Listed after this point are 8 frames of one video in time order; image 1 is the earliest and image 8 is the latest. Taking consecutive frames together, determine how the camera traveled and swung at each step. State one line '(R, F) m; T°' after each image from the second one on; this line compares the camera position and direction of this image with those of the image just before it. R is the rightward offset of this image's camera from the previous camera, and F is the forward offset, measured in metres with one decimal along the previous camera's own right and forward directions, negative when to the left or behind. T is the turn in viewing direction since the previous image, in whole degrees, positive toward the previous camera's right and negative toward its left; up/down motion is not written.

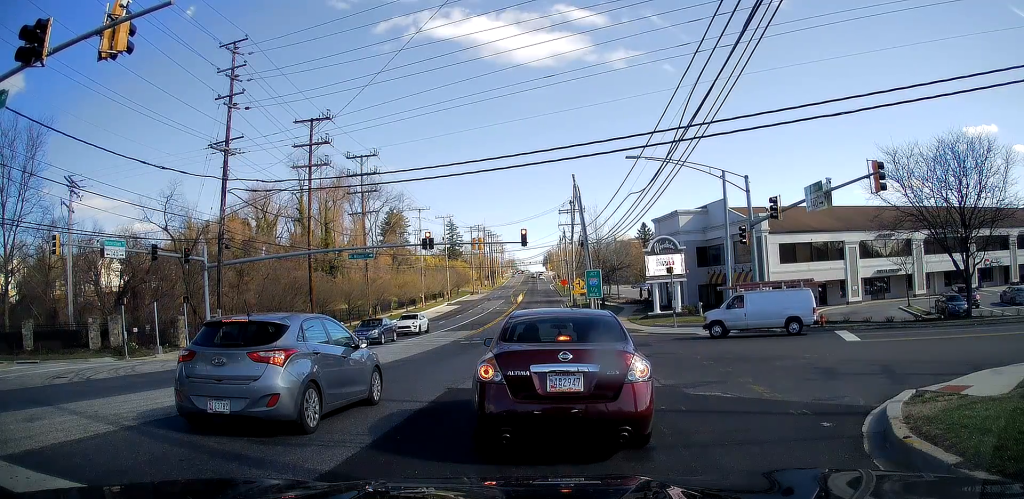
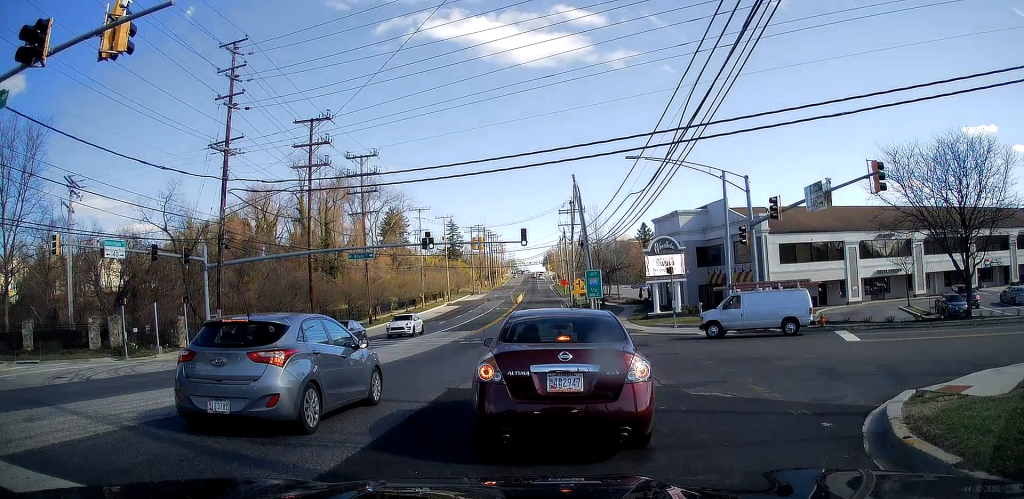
(0.0, 0.0) m; 0°
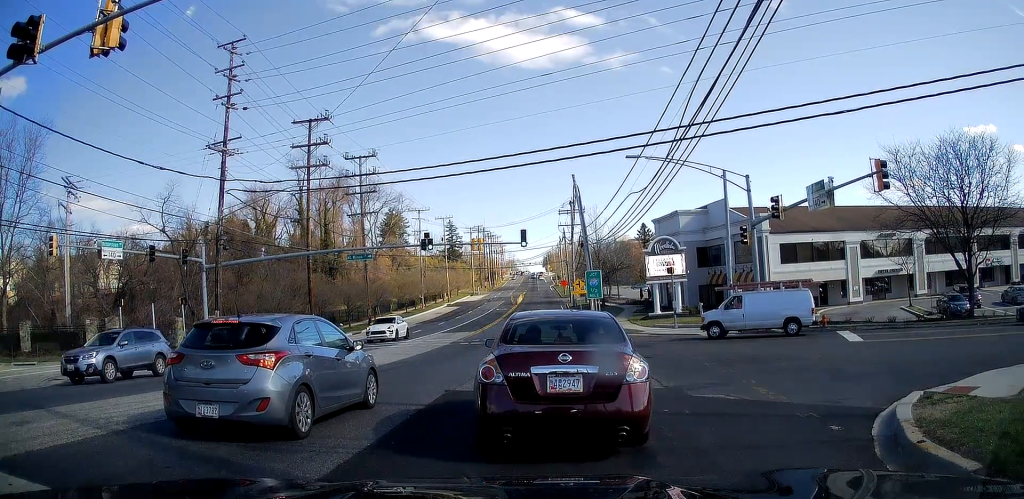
(0.0, 0.0) m; 0°
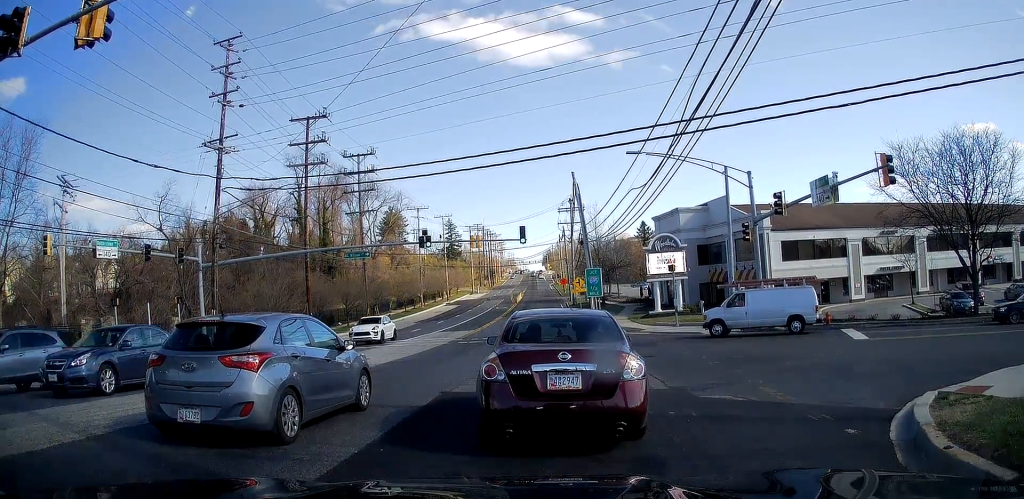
(0.0, +0.1) m; 0°
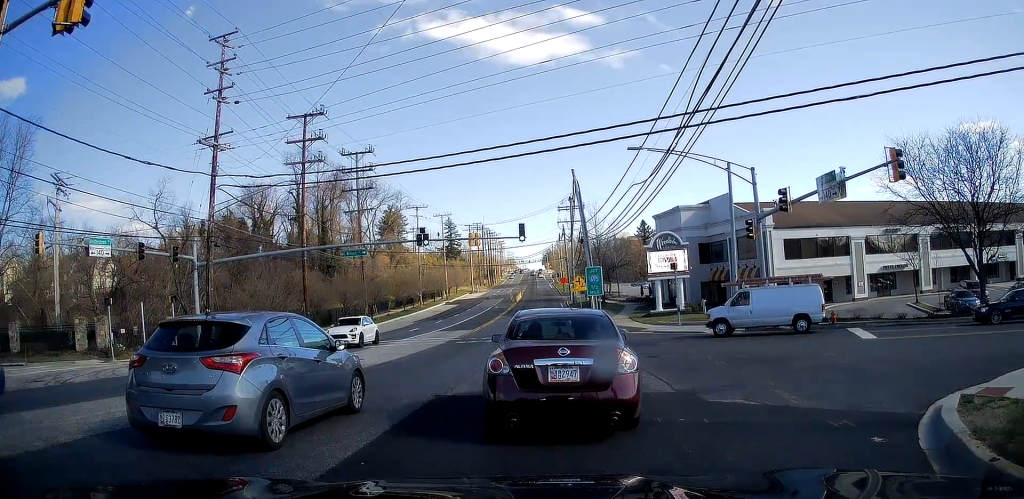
(-0.2, +0.3) m; 0°
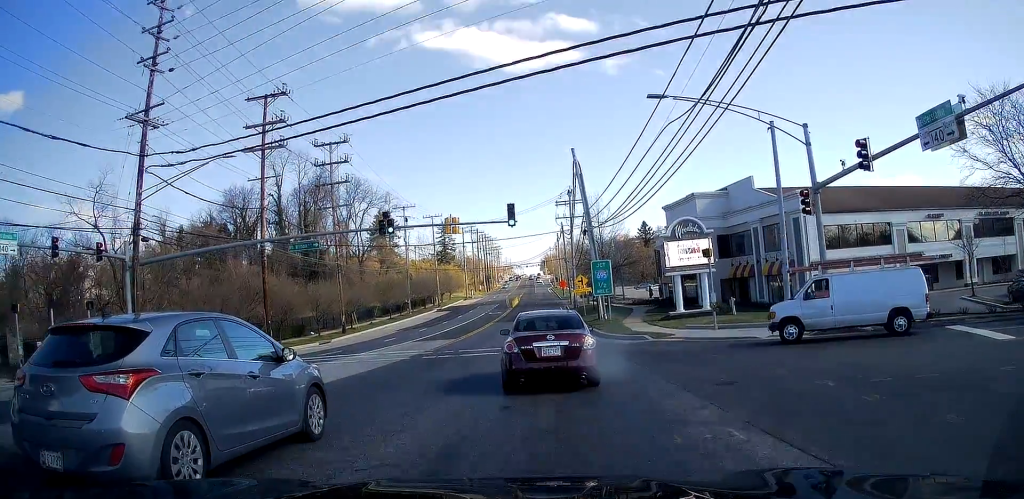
(+0.4, +5.2) m; +6°
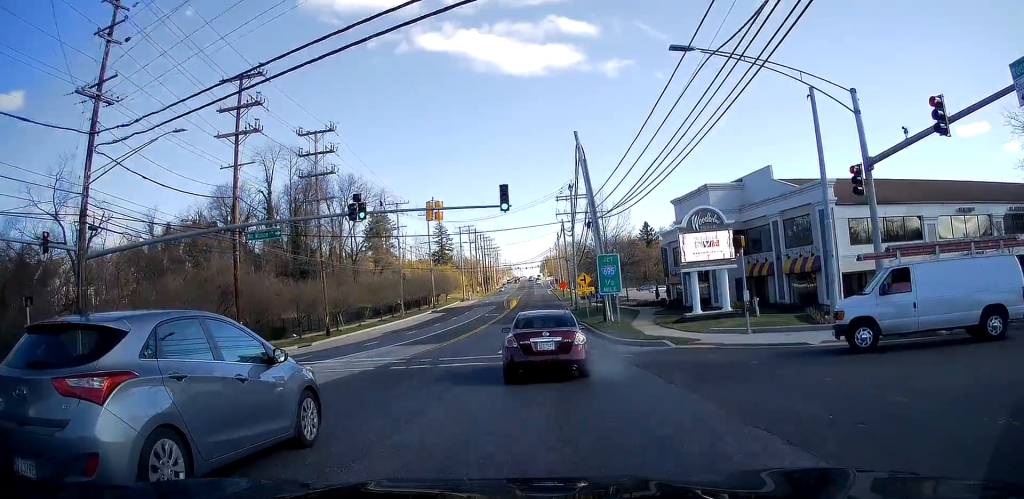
(-0.1, +3.6) m; -1°
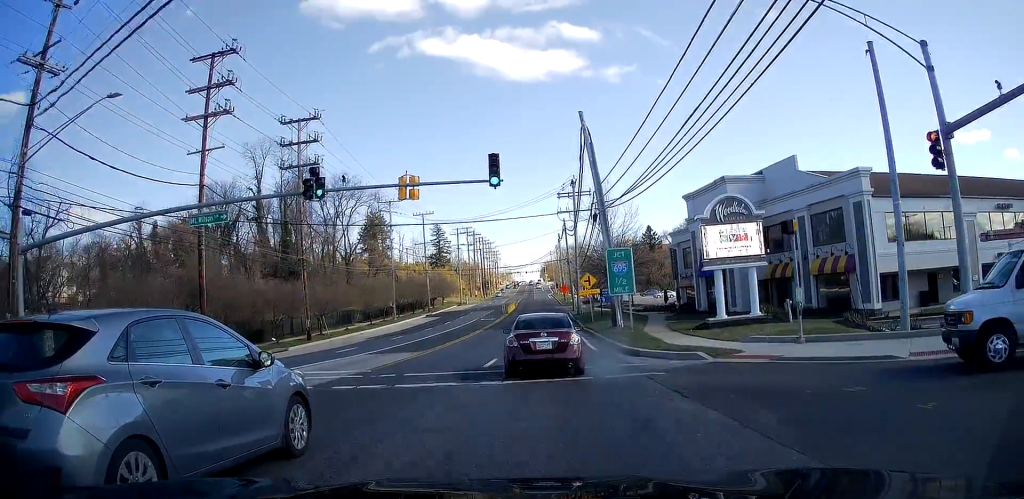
(-0.1, +3.8) m; -1°
